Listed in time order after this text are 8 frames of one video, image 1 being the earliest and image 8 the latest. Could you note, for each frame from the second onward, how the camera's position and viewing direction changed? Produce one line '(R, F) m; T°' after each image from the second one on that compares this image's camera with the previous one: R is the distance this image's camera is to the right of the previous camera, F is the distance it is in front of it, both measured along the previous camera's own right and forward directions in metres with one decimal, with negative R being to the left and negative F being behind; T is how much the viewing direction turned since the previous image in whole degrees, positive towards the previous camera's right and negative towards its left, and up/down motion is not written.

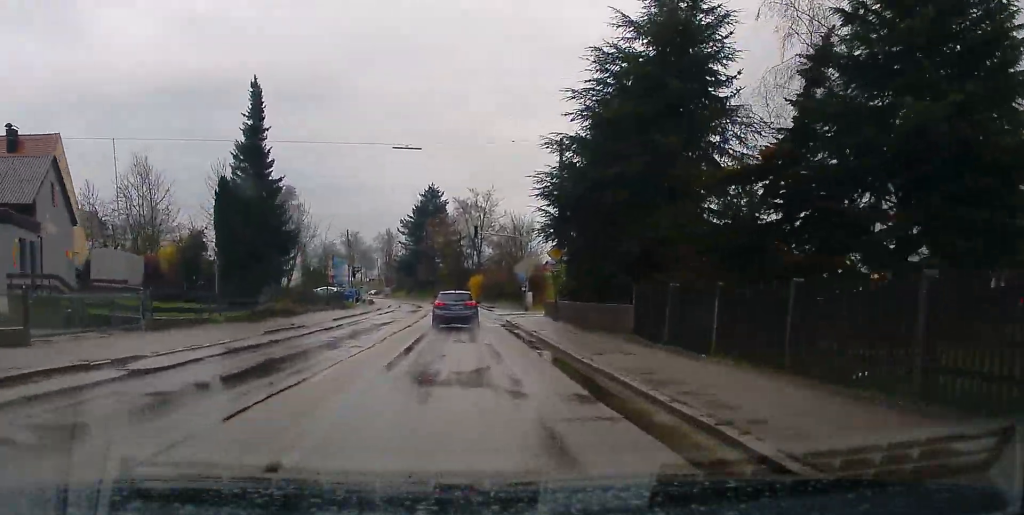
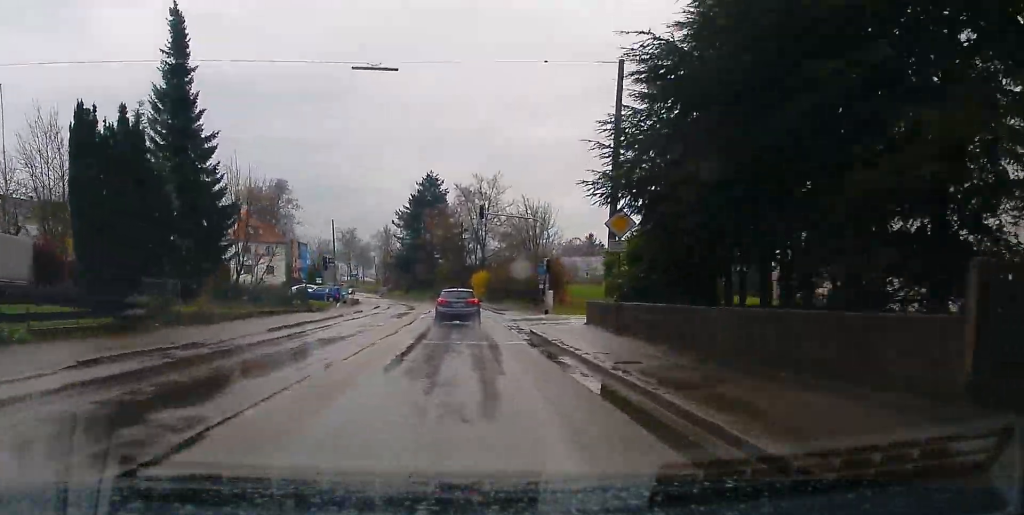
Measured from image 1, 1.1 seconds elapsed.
(-0.3, +12.7) m; -1°
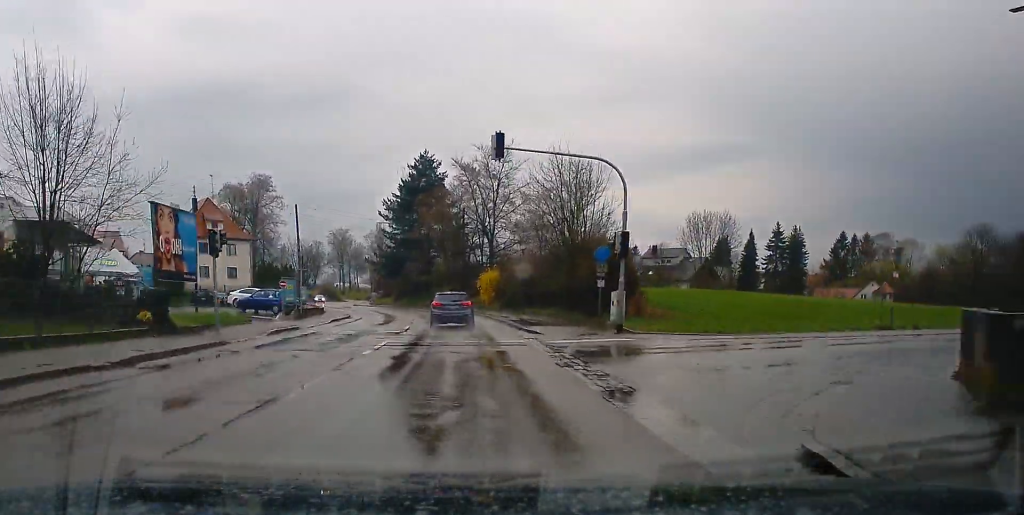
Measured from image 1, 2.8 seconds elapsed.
(-0.2, +21.7) m; -1°
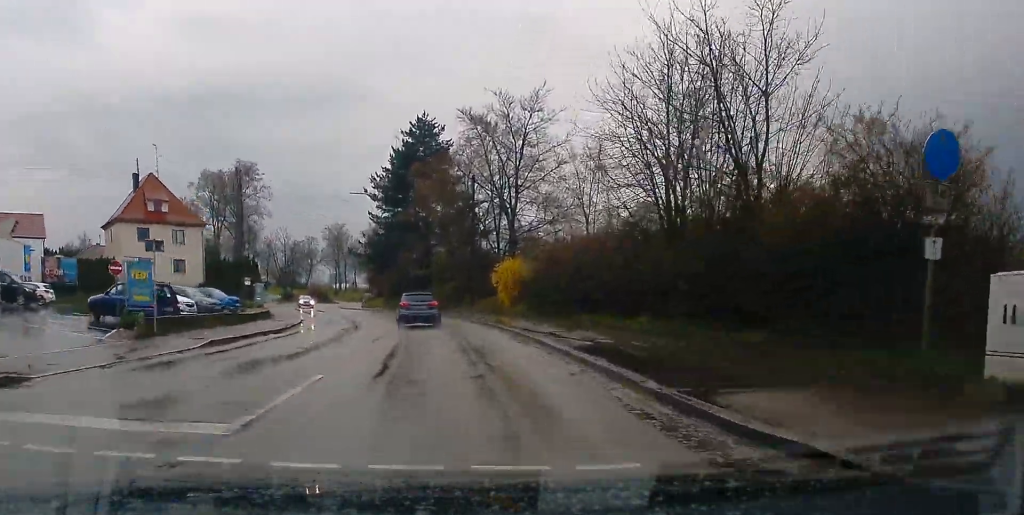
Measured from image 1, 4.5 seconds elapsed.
(-0.2, +22.6) m; -2°
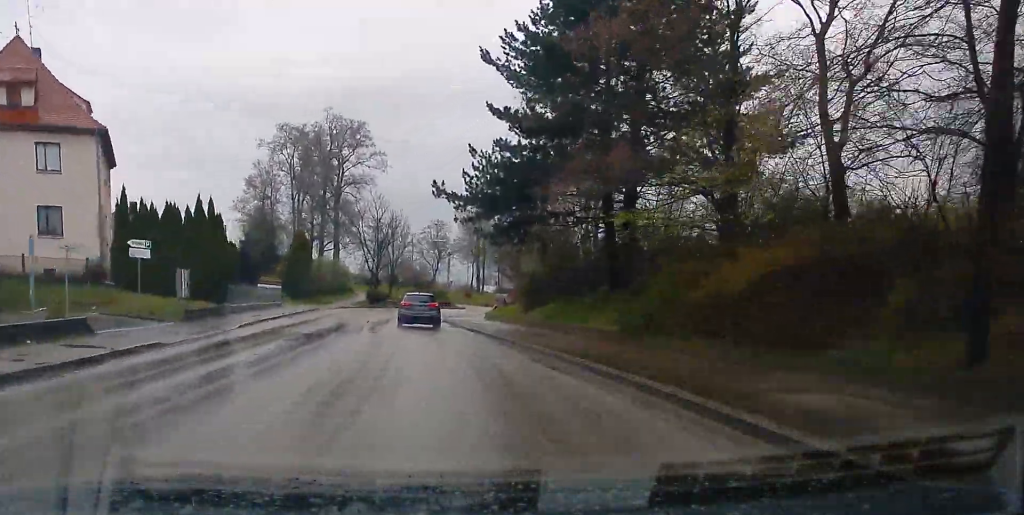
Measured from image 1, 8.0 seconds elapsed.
(-3.3, +47.4) m; -9°
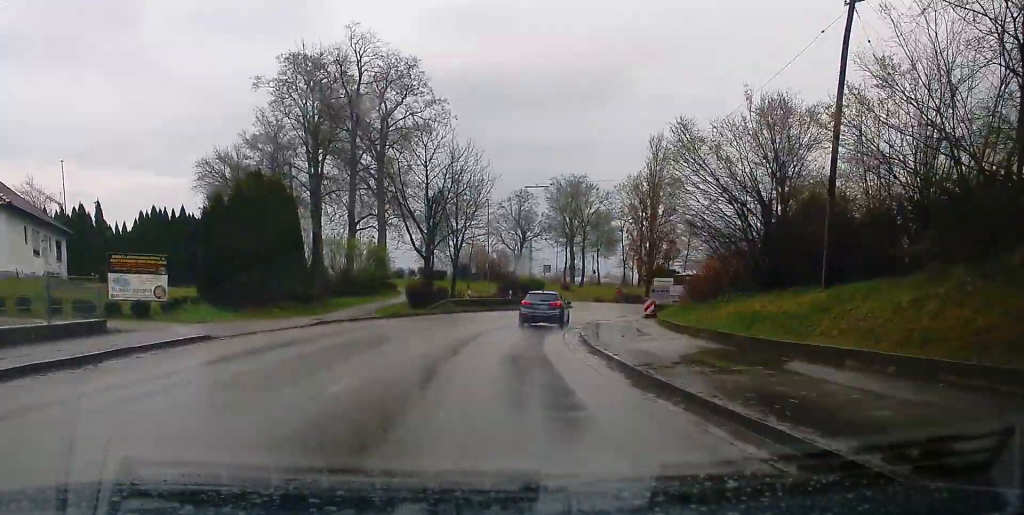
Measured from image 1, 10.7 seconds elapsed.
(-1.3, +36.7) m; +1°
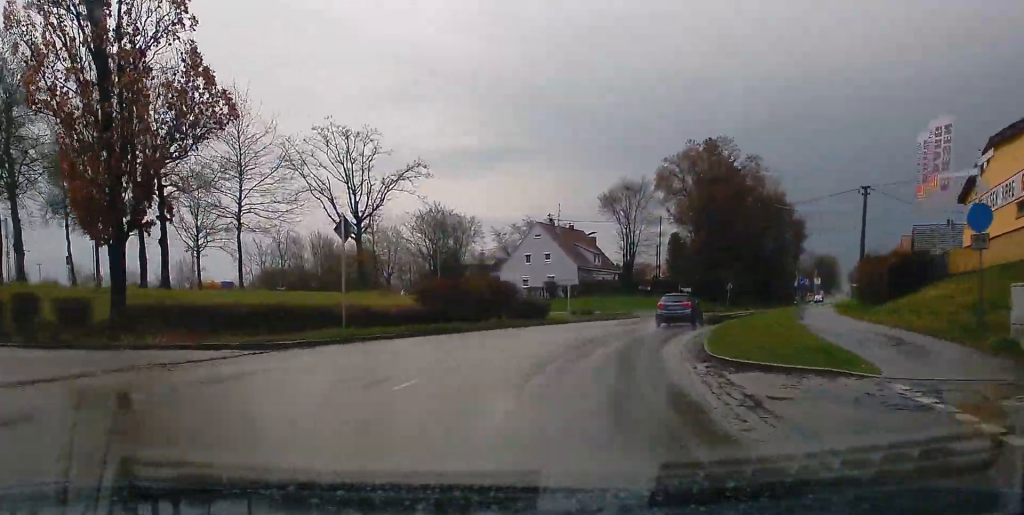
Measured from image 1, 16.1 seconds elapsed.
(+16.3, +68.2) m; +34°
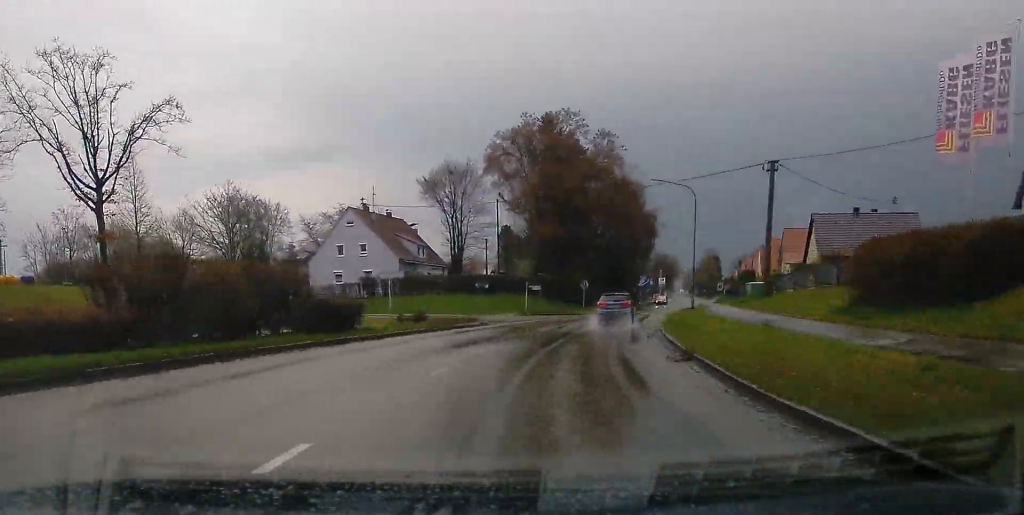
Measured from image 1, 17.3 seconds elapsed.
(+0.9, +16.0) m; +10°
